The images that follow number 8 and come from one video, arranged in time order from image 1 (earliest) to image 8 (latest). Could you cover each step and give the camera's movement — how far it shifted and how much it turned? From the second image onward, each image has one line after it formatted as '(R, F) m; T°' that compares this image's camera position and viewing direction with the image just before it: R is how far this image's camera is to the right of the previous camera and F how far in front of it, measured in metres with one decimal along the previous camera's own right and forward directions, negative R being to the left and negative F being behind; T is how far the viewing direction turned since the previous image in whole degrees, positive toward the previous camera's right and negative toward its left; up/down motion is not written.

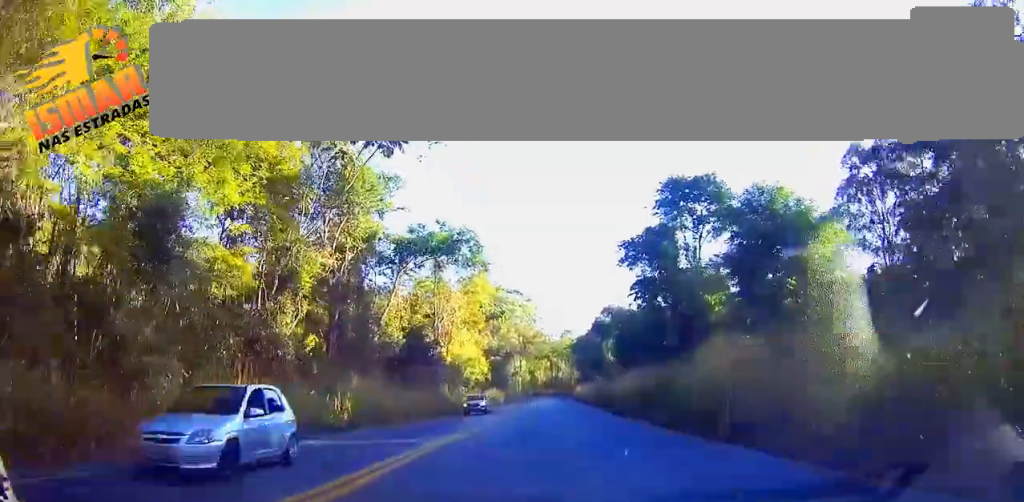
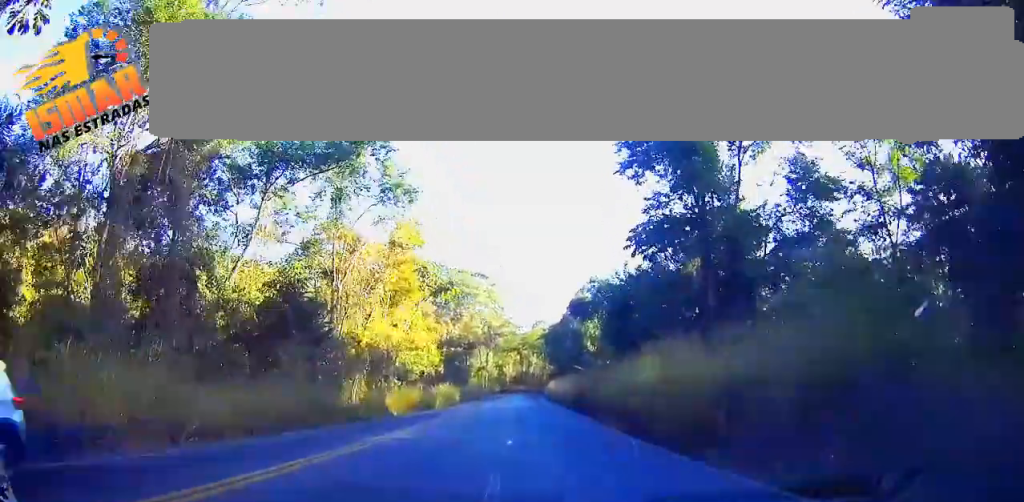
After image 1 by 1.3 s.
(+0.6, +21.7) m; +2°
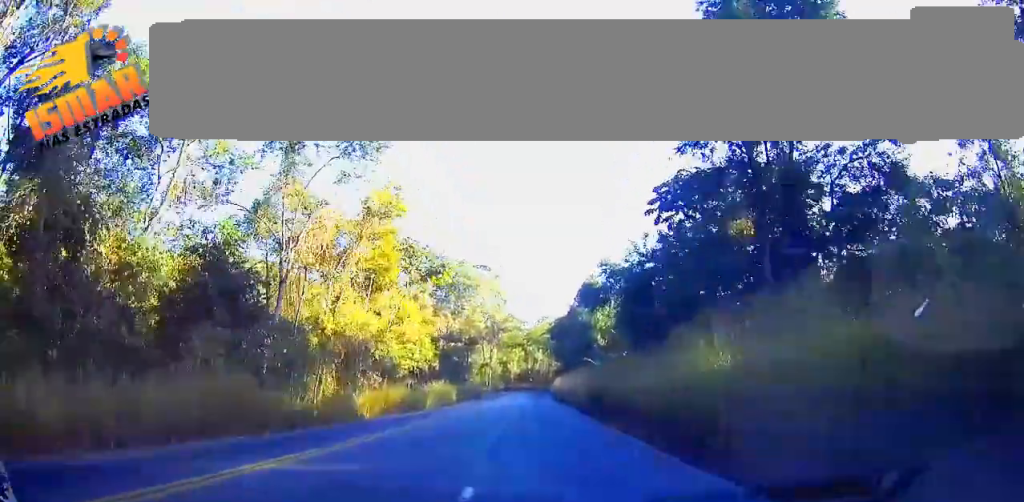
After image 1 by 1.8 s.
(+0.1, +8.8) m; 0°
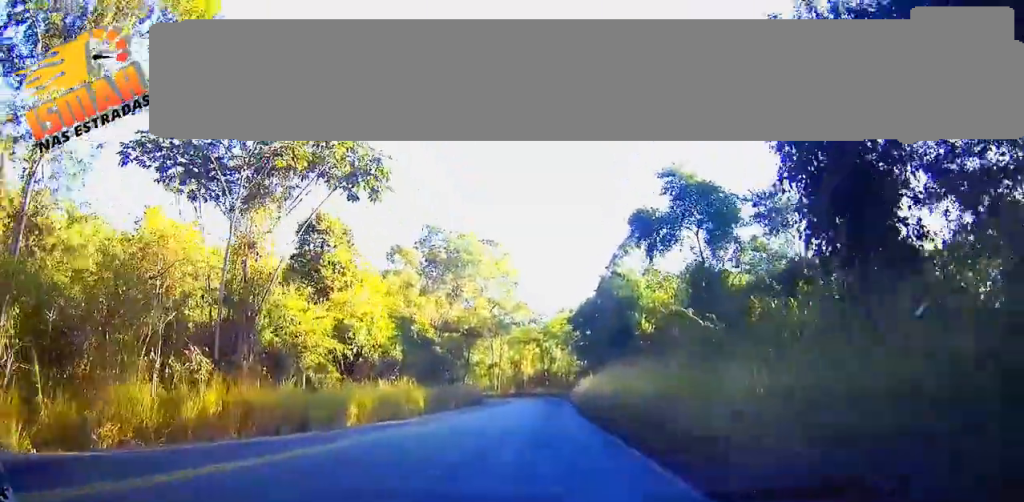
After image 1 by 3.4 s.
(-0.3, +29.4) m; -1°
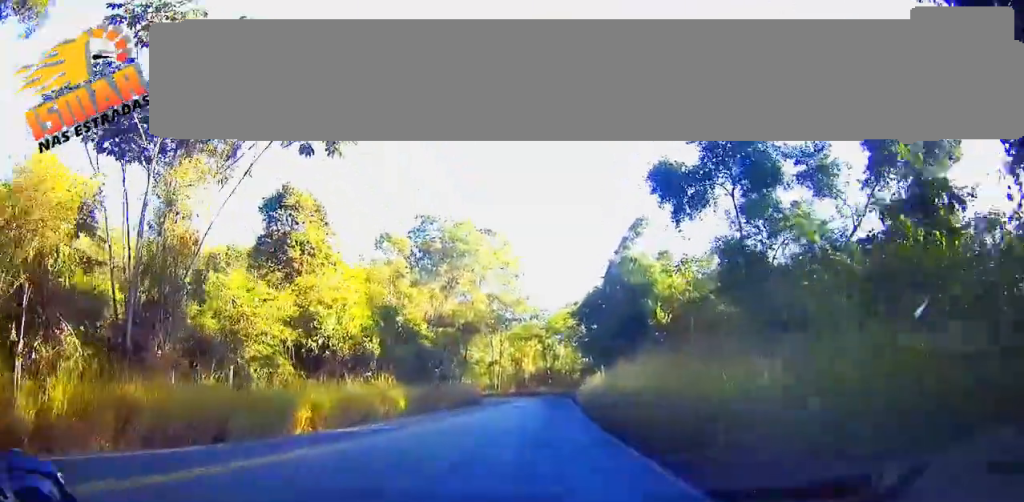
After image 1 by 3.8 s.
(0.0, +7.9) m; 0°
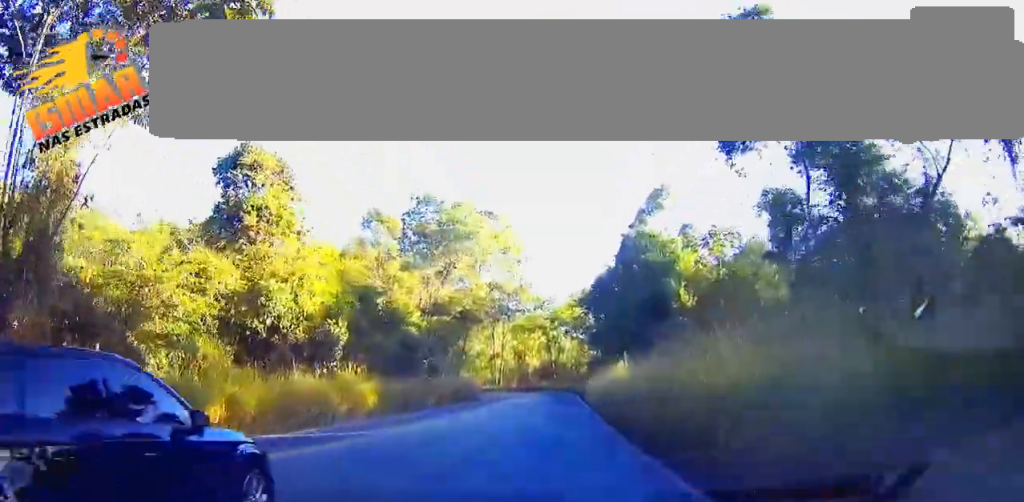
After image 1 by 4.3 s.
(0.0, +8.5) m; 0°
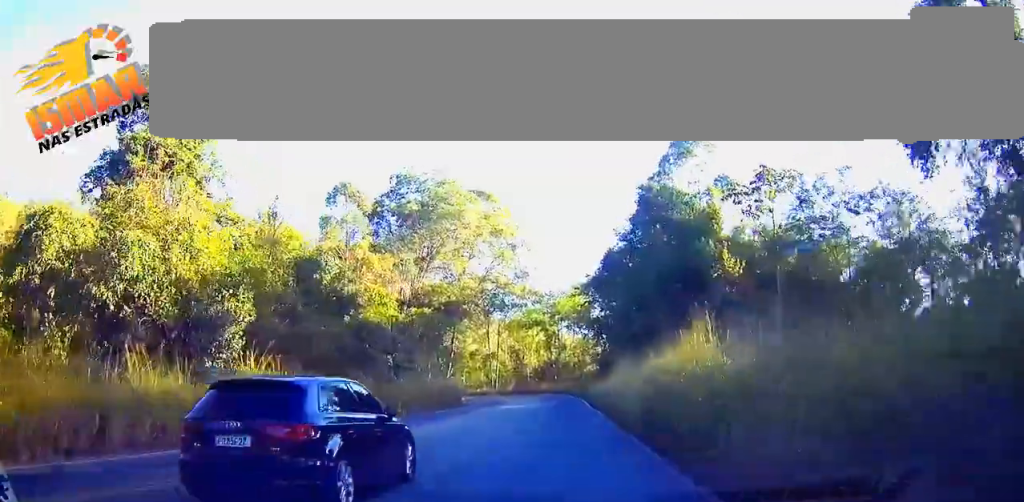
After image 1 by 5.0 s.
(0.0, +12.9) m; 0°
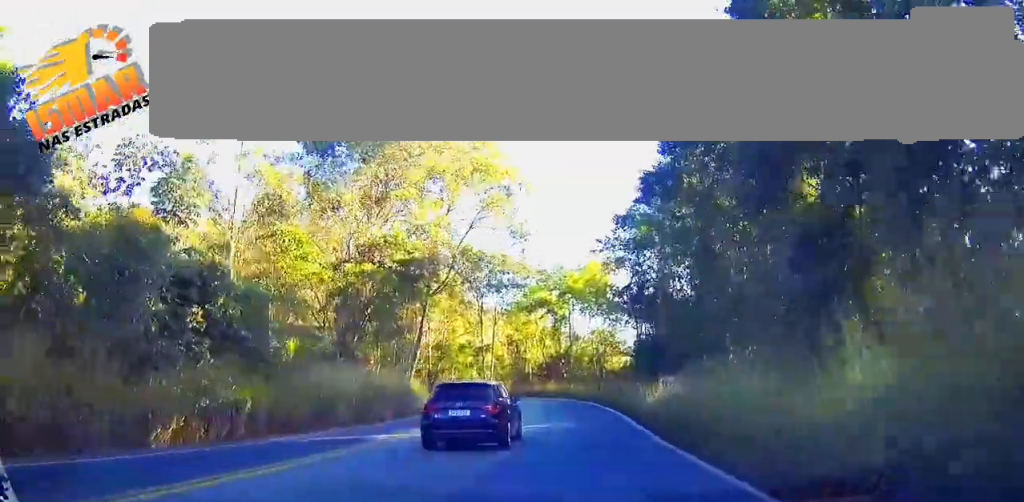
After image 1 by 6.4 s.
(-0.2, +26.8) m; -1°
